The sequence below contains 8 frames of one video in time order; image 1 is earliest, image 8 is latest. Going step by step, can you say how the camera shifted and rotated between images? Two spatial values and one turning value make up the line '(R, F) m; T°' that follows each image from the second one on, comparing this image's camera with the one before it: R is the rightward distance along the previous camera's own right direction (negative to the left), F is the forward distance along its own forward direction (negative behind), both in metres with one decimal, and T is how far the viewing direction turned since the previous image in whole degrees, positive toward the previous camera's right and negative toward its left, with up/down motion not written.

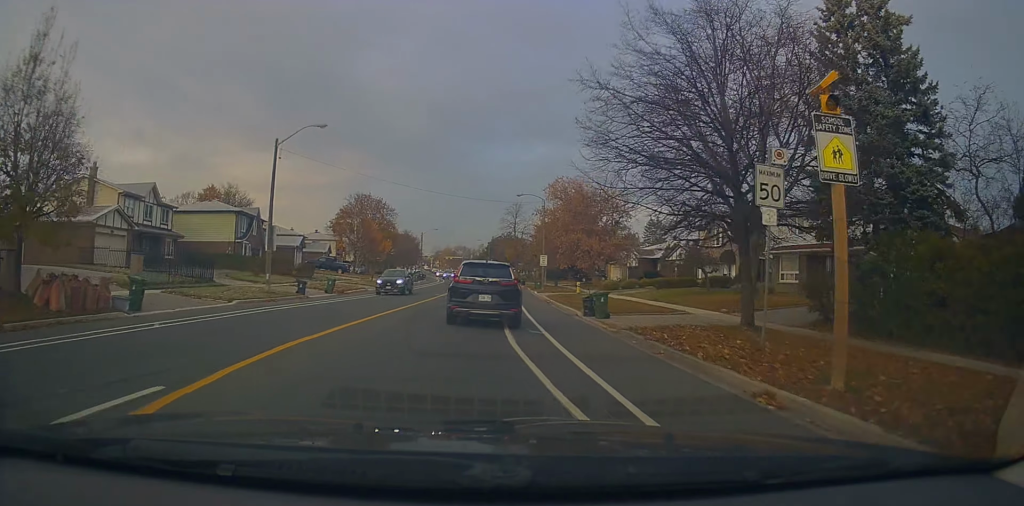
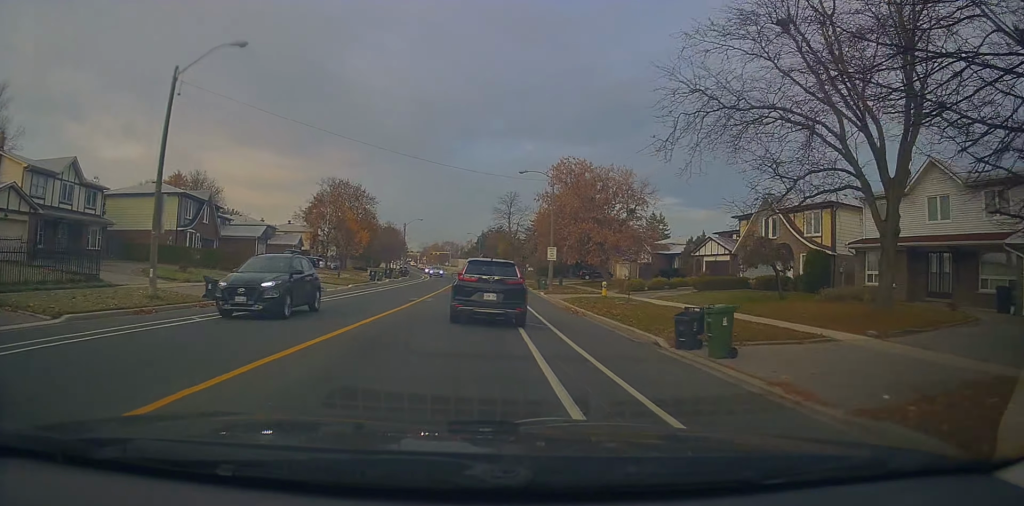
(+0.1, +9.9) m; +2°
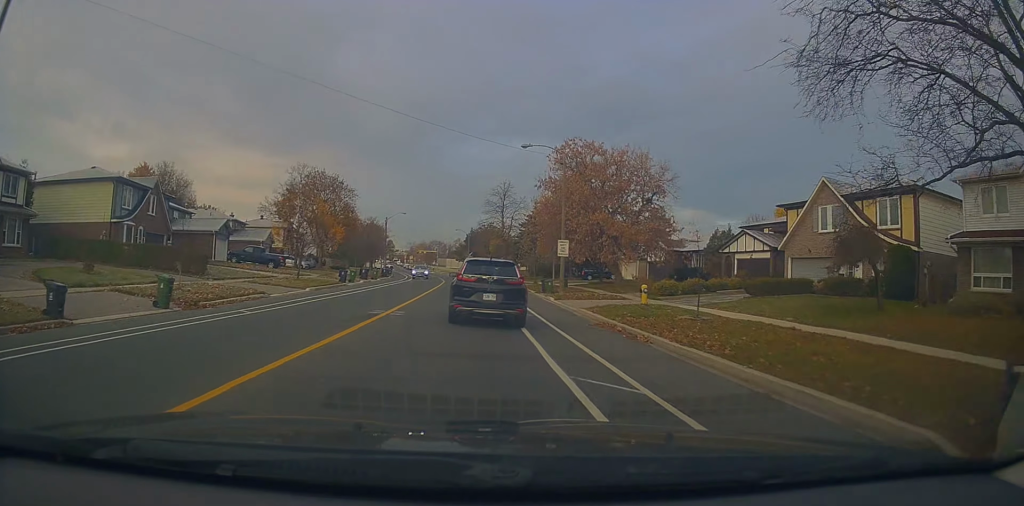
(+0.3, +8.4) m; +1°
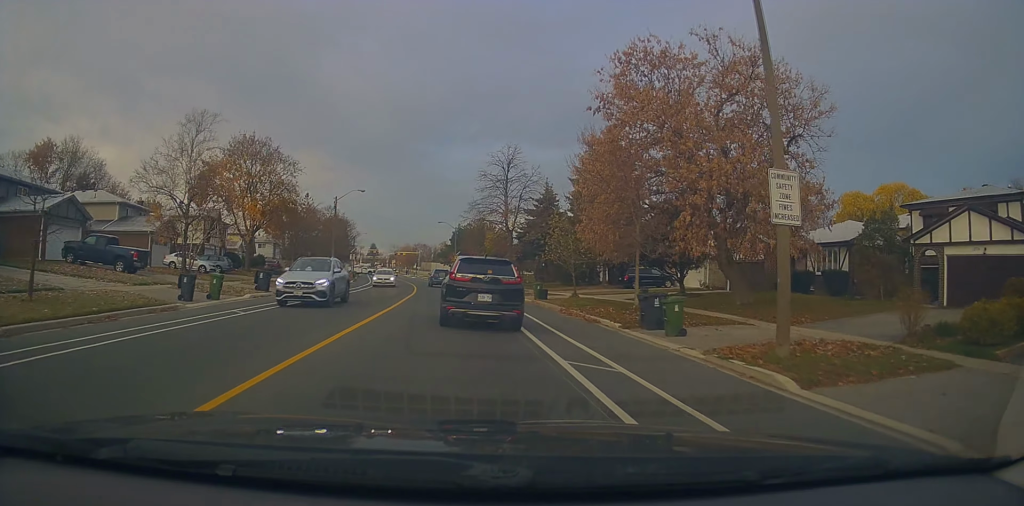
(+0.1, +22.8) m; +1°
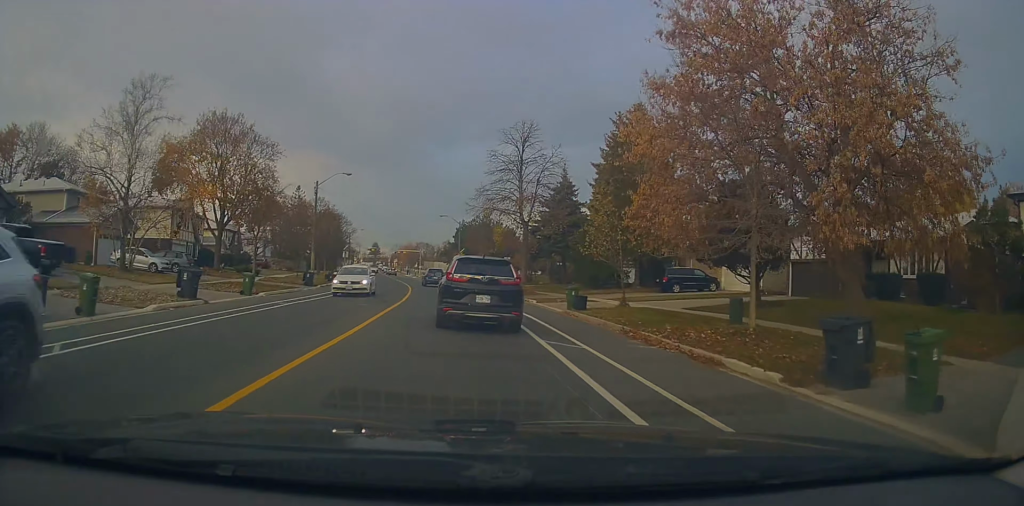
(0.0, +8.1) m; 0°
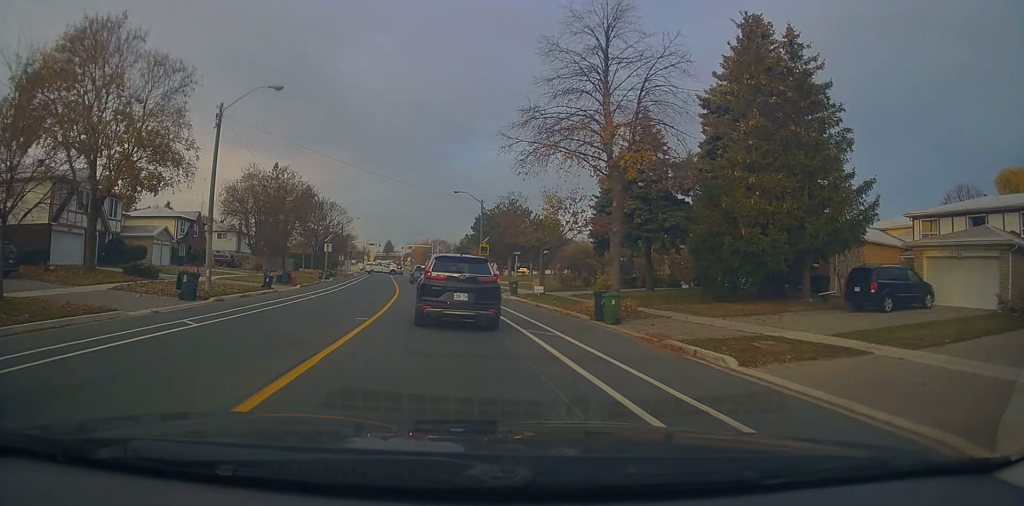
(+0.6, +21.5) m; +1°
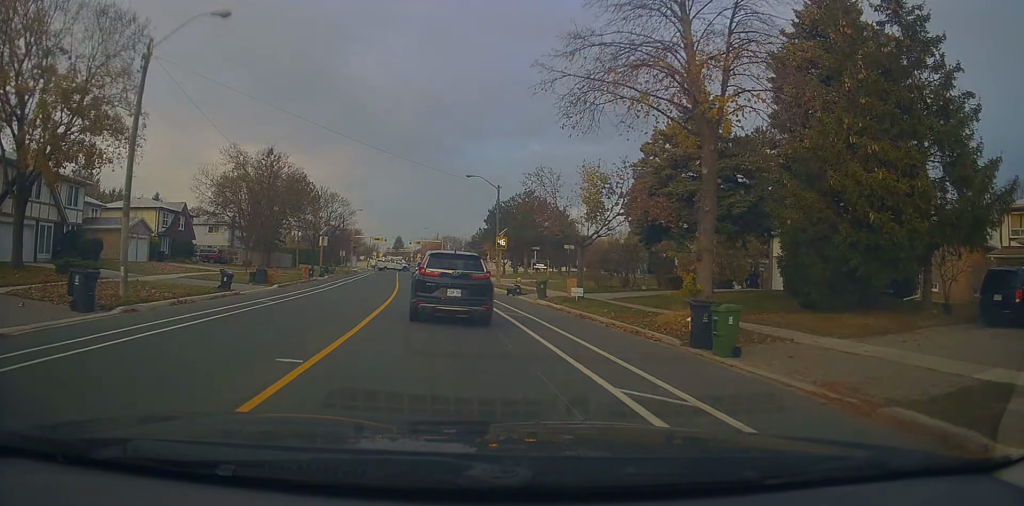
(0.0, +7.4) m; -1°
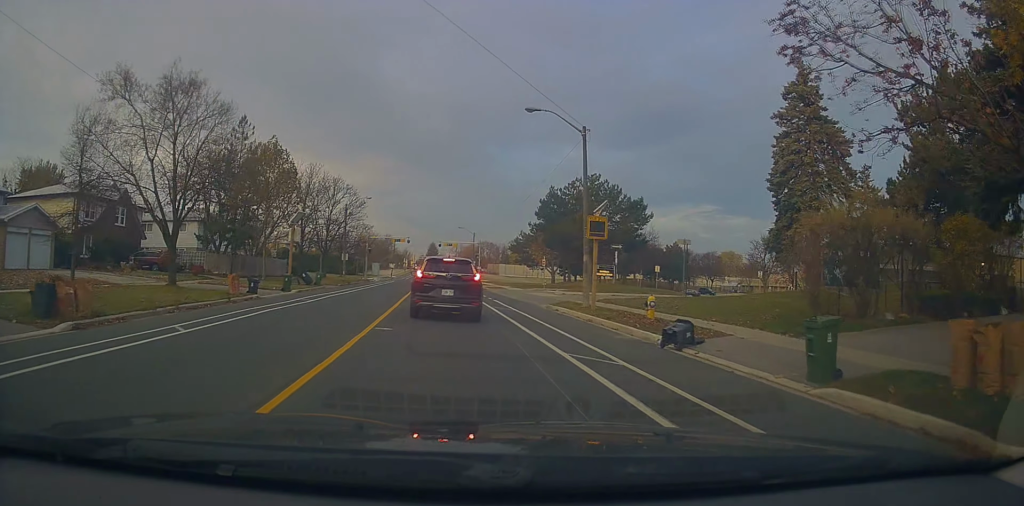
(-0.9, +20.9) m; -5°
